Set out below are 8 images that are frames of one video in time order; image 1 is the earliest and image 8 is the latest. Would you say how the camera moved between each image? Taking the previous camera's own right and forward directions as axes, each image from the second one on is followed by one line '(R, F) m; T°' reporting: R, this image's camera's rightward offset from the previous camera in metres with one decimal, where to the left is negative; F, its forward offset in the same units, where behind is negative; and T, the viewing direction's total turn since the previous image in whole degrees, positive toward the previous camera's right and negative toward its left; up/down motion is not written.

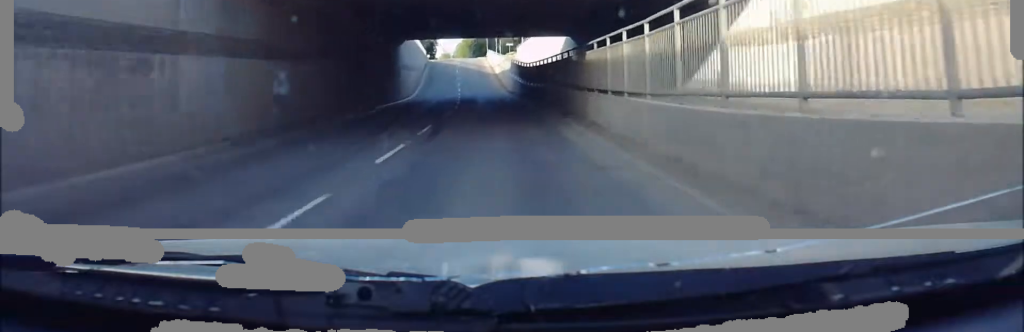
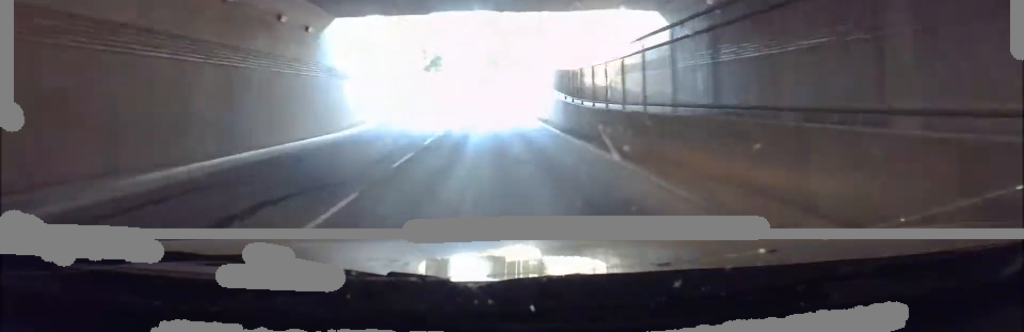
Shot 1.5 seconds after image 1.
(+0.1, +23.2) m; 0°
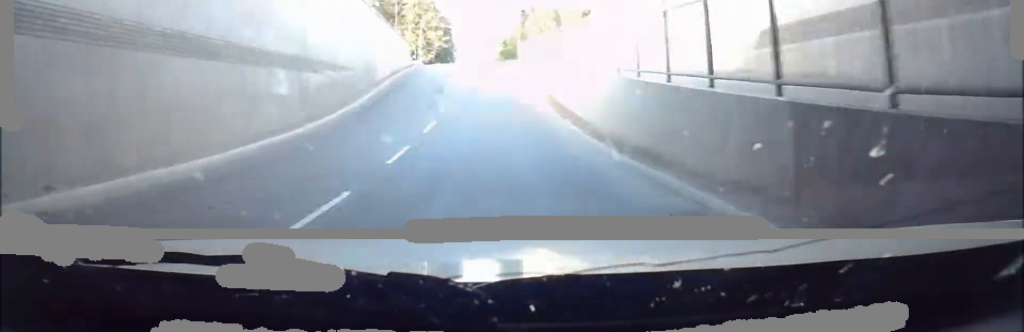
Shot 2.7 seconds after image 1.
(0.0, +18.6) m; 0°
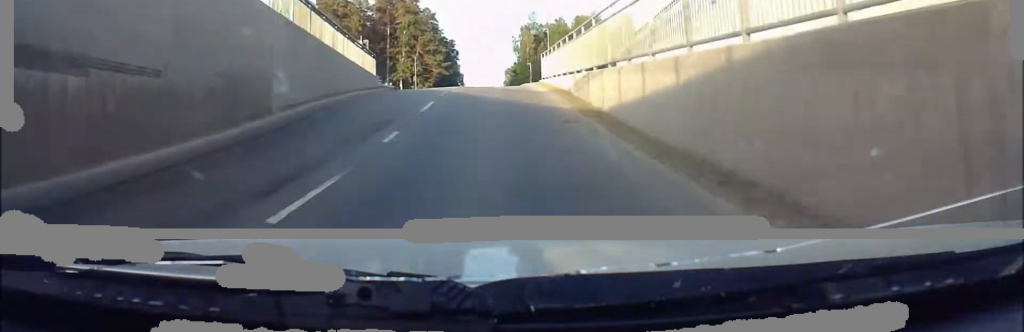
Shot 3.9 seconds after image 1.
(0.0, +19.3) m; -1°
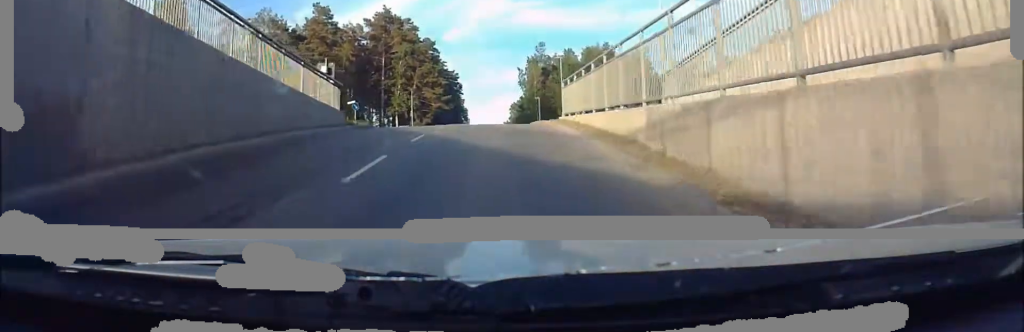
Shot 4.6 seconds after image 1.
(+0.1, +10.2) m; -2°
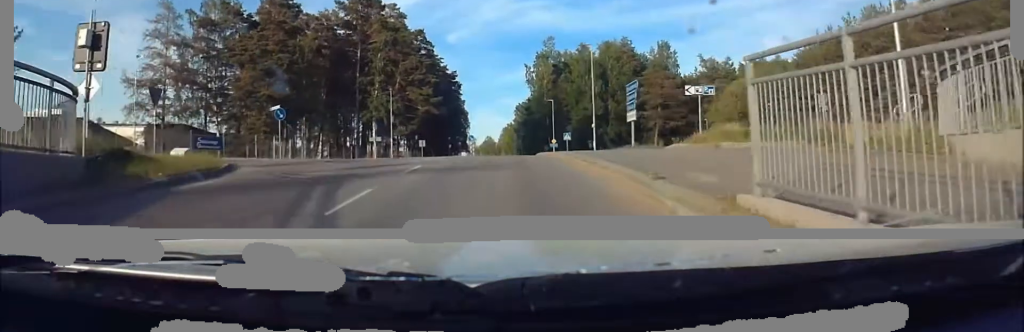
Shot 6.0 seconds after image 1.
(-0.7, +20.3) m; -1°
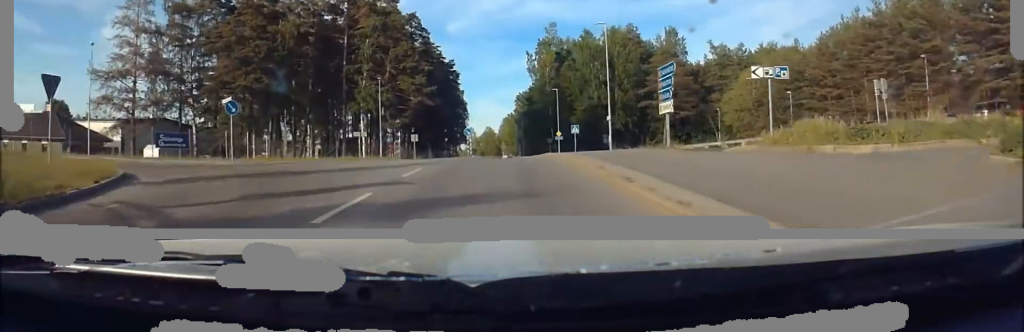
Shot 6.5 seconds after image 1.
(+0.1, +6.7) m; +1°
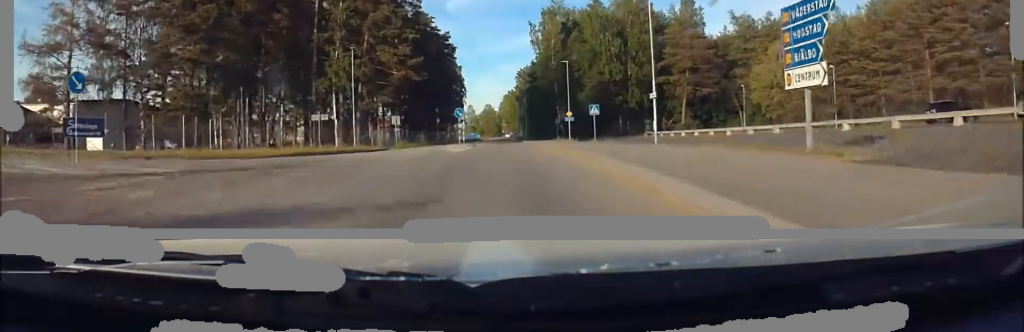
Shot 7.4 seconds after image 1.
(+0.1, +11.3) m; 0°
